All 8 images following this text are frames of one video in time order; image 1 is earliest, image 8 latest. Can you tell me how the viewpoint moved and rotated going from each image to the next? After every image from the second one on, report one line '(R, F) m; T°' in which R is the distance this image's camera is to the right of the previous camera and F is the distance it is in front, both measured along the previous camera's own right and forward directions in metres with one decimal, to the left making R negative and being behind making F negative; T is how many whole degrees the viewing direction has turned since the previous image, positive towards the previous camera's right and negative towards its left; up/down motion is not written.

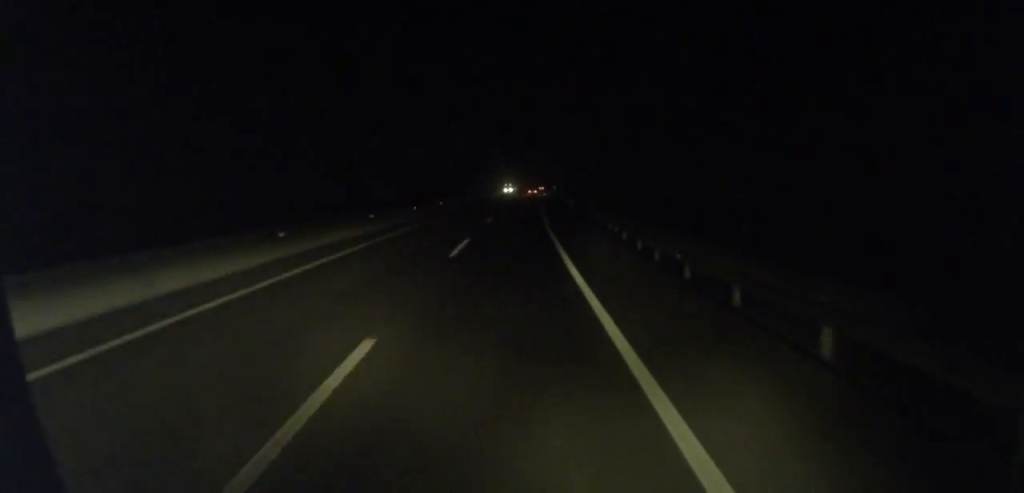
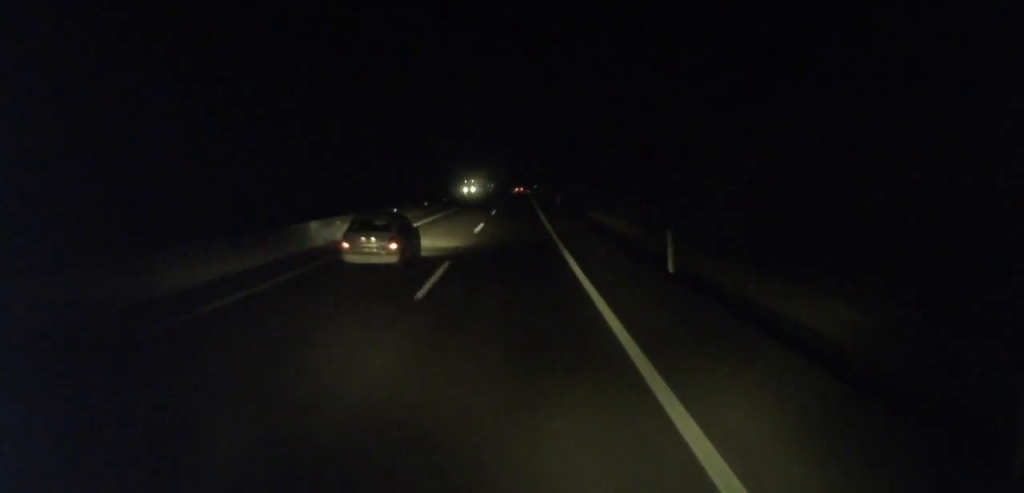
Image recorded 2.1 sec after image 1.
(+0.6, +40.6) m; +1°
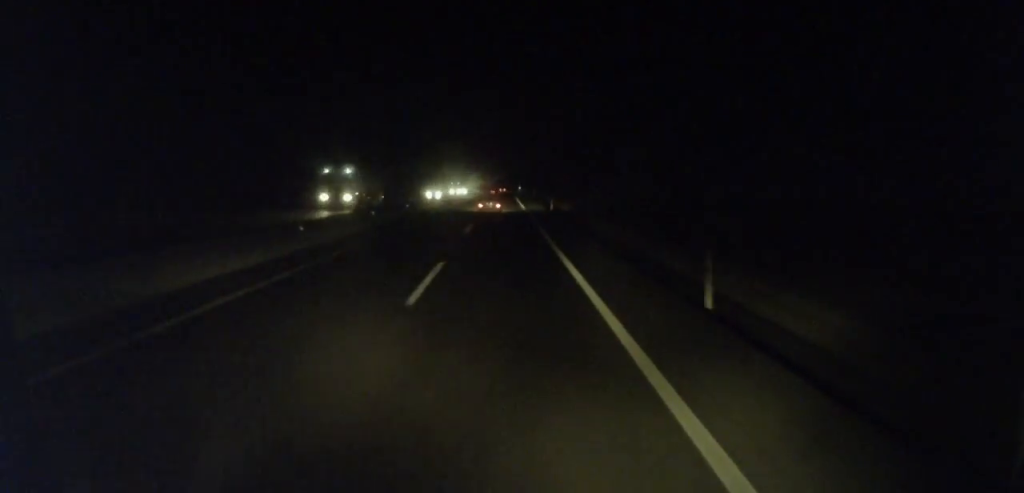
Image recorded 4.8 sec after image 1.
(+0.4, +50.2) m; 0°
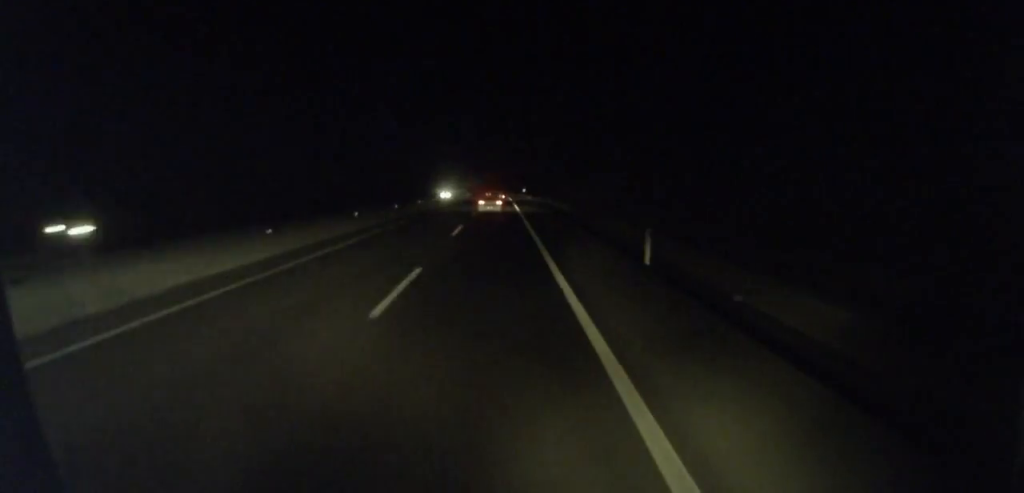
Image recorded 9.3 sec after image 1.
(-0.2, +84.7) m; 0°
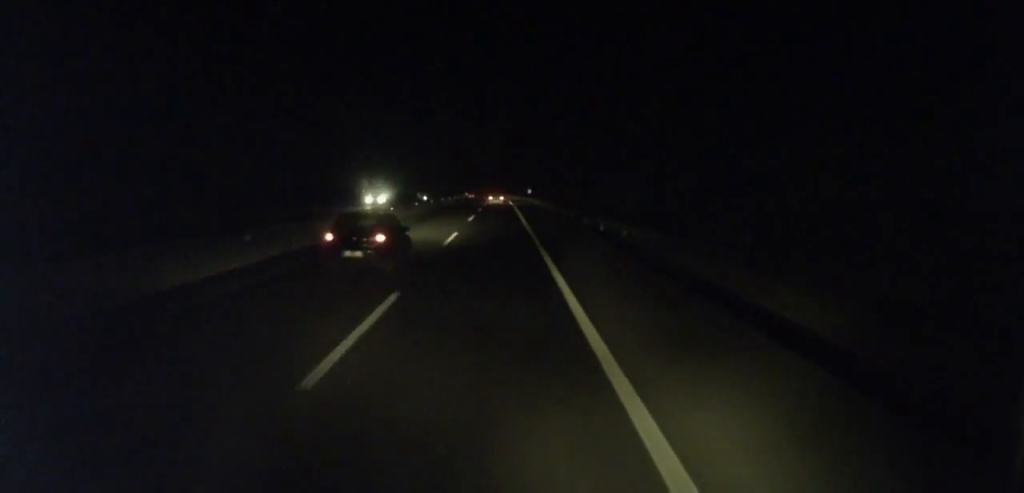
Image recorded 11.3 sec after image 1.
(-0.3, +37.2) m; 0°
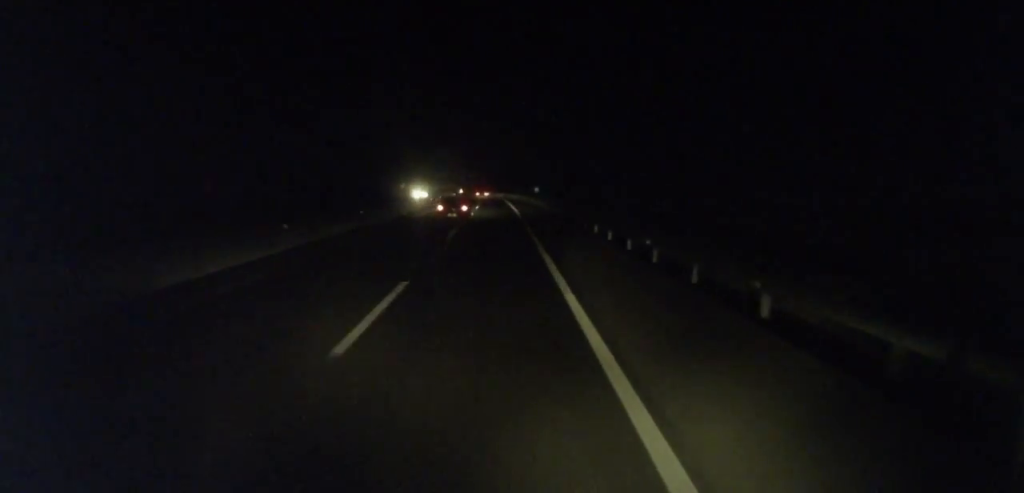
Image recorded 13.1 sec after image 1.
(+0.1, +32.5) m; +2°
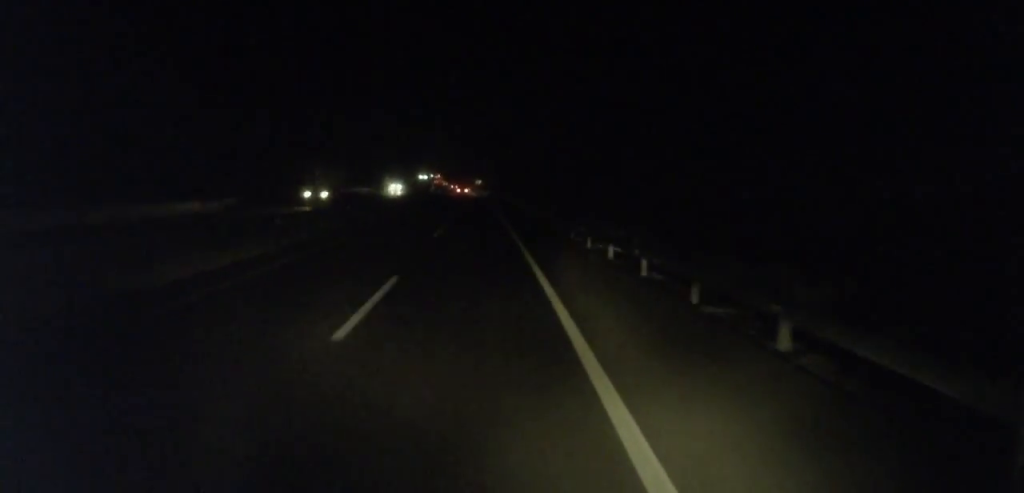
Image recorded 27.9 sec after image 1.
(-13.6, +290.2) m; -12°
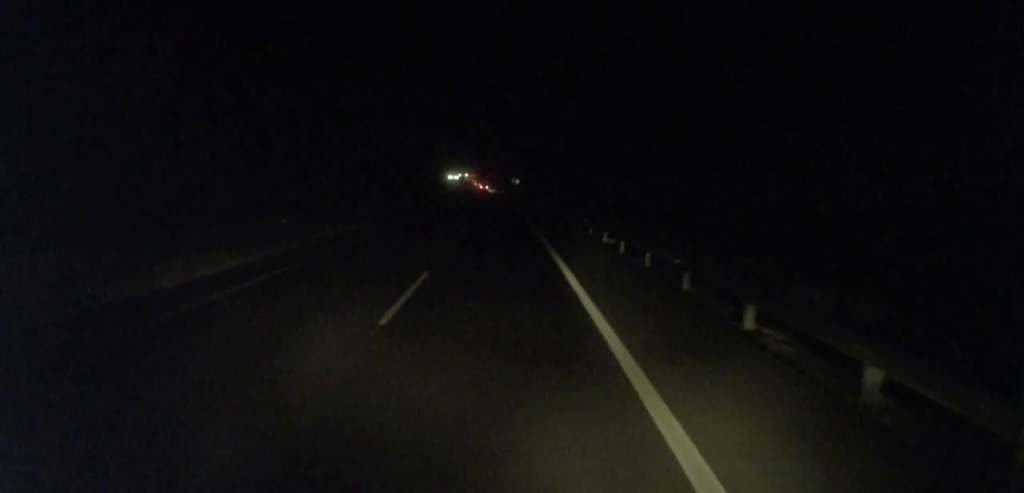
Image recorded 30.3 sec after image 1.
(-1.5, +50.7) m; -2°
